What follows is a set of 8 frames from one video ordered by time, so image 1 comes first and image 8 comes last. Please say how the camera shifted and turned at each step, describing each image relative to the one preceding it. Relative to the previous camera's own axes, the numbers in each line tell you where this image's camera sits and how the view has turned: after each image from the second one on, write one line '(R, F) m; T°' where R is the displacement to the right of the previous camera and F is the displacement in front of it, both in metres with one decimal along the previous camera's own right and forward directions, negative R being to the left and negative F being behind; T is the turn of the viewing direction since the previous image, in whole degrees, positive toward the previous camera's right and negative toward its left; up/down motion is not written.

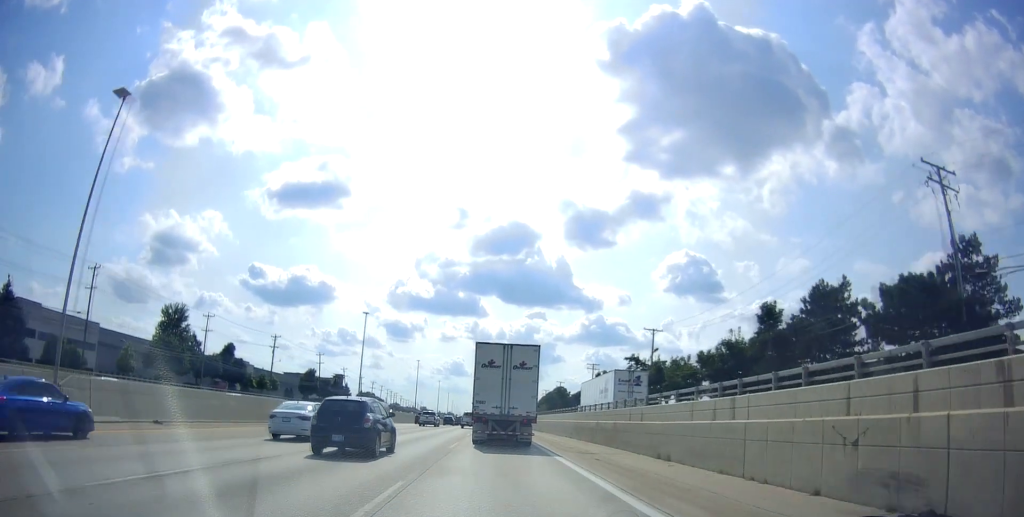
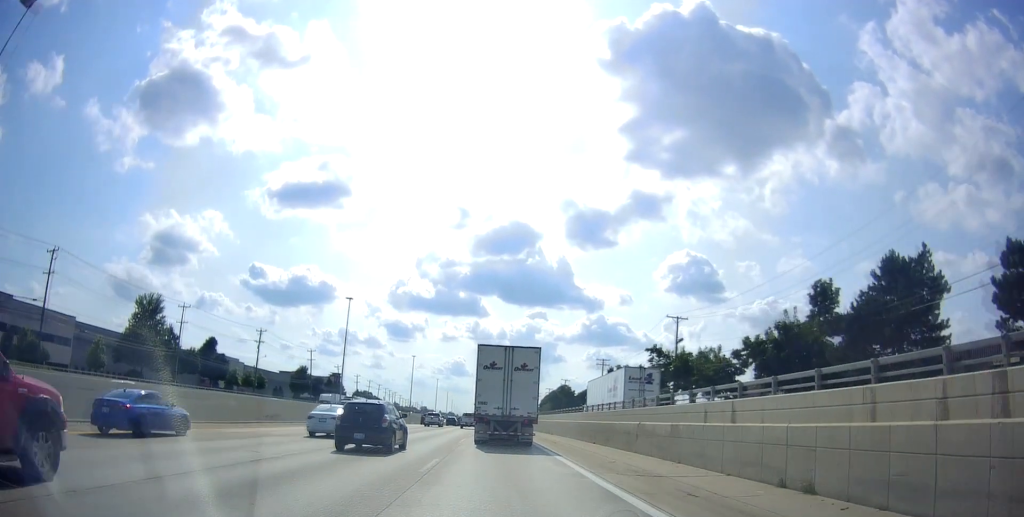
(0.0, +9.3) m; 0°
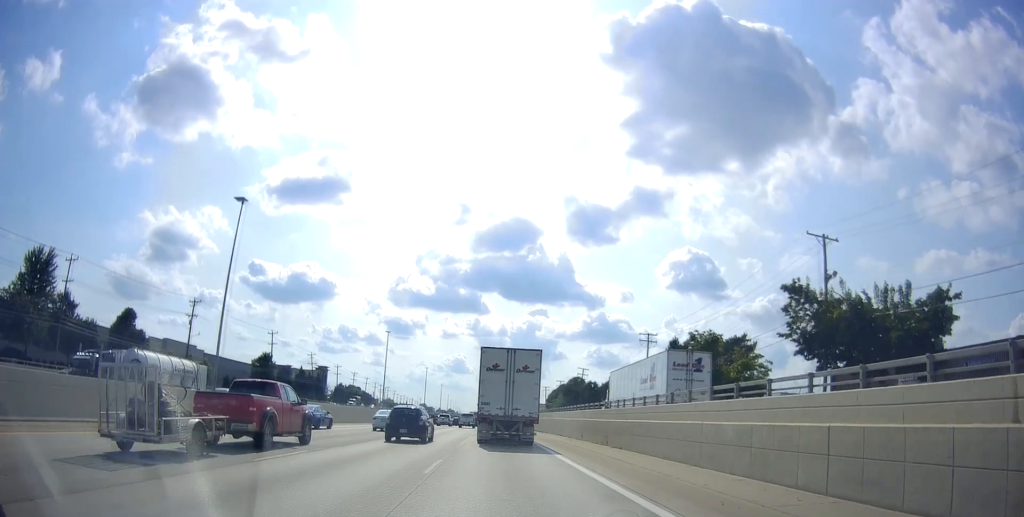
(-0.6, +30.6) m; -1°
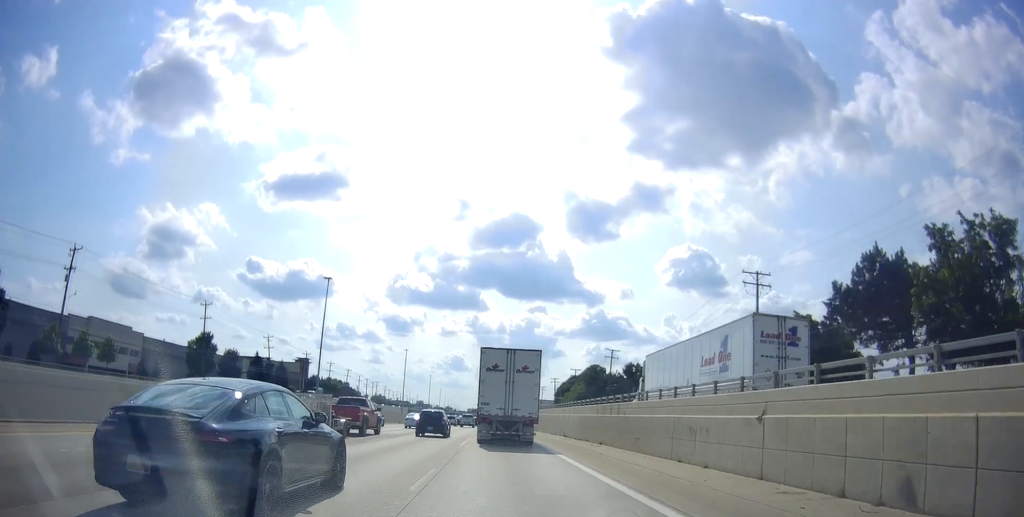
(+0.2, +33.4) m; +1°
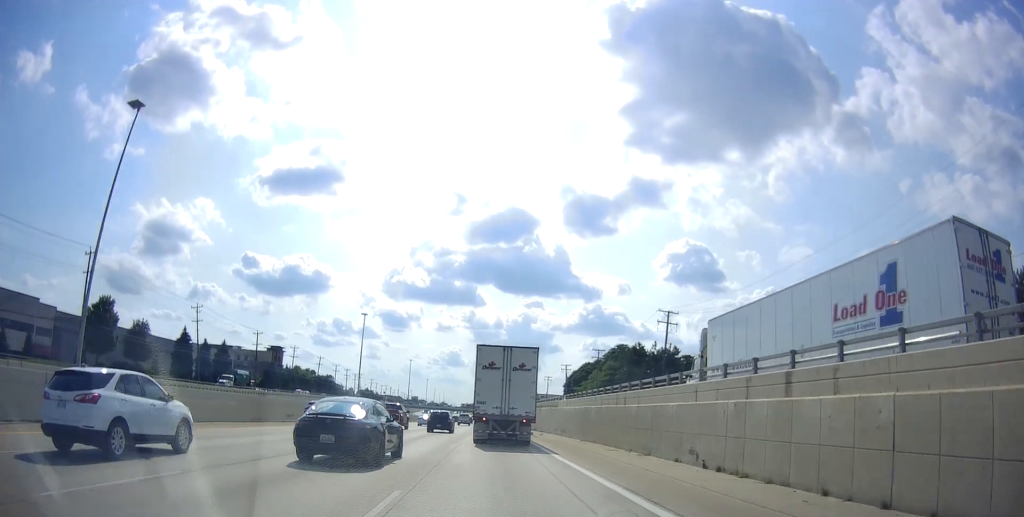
(+0.2, +34.8) m; 0°
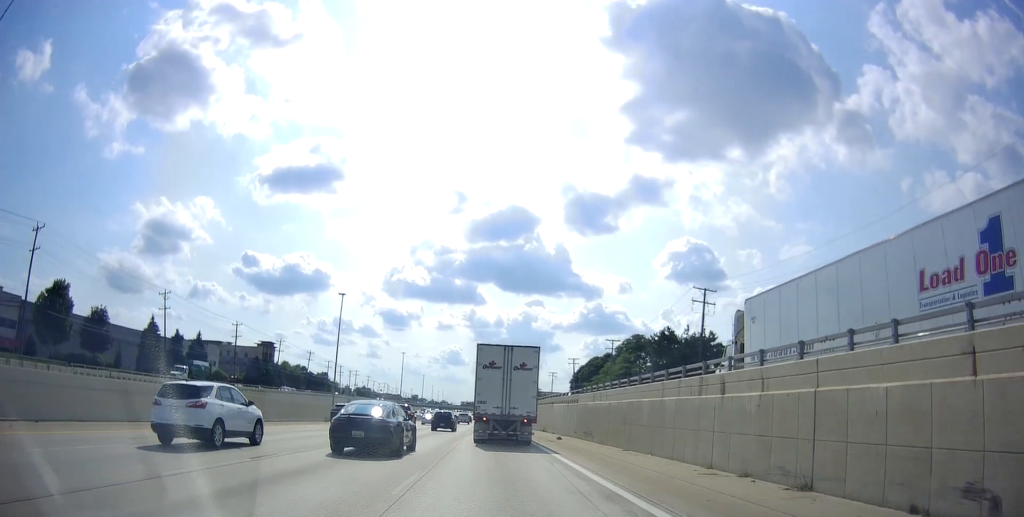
(-0.1, +12.1) m; 0°
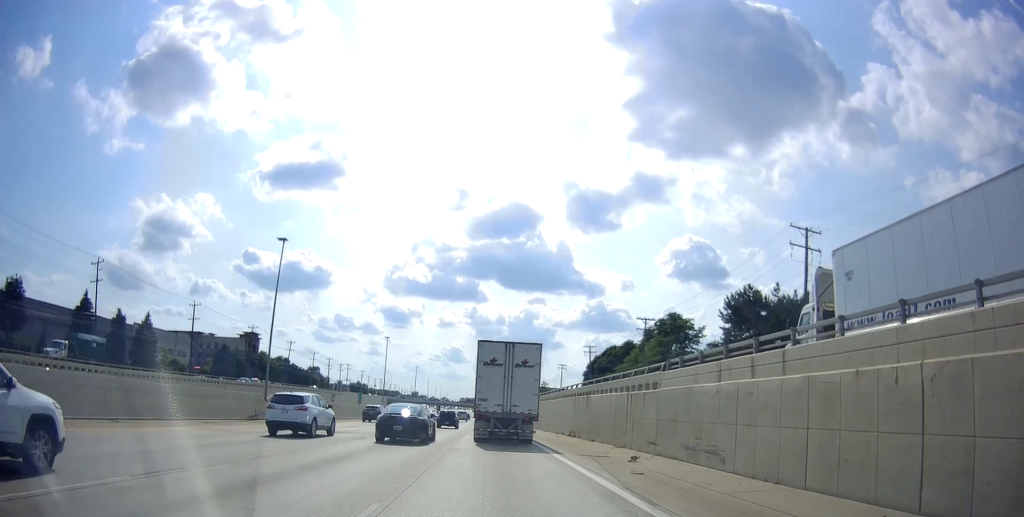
(+0.4, +20.1) m; 0°
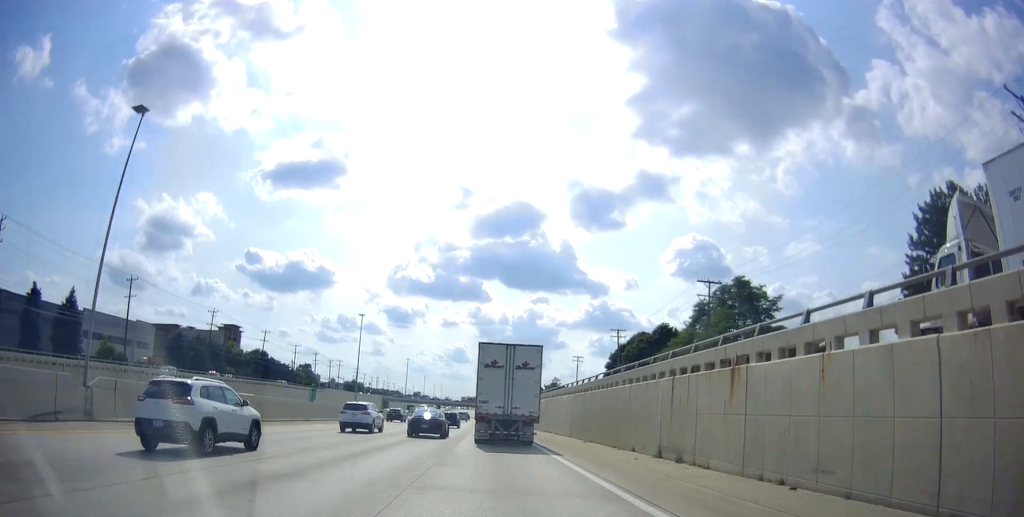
(-0.5, +22.6) m; -1°
